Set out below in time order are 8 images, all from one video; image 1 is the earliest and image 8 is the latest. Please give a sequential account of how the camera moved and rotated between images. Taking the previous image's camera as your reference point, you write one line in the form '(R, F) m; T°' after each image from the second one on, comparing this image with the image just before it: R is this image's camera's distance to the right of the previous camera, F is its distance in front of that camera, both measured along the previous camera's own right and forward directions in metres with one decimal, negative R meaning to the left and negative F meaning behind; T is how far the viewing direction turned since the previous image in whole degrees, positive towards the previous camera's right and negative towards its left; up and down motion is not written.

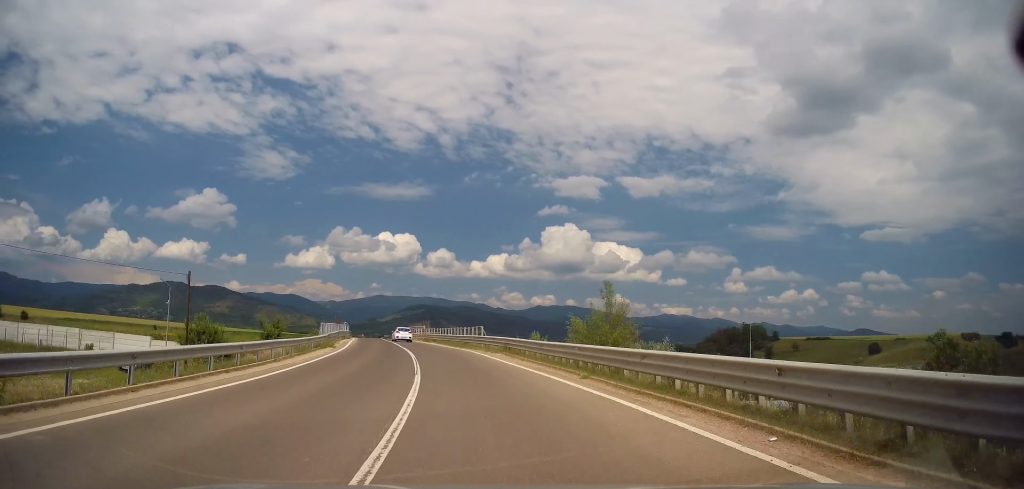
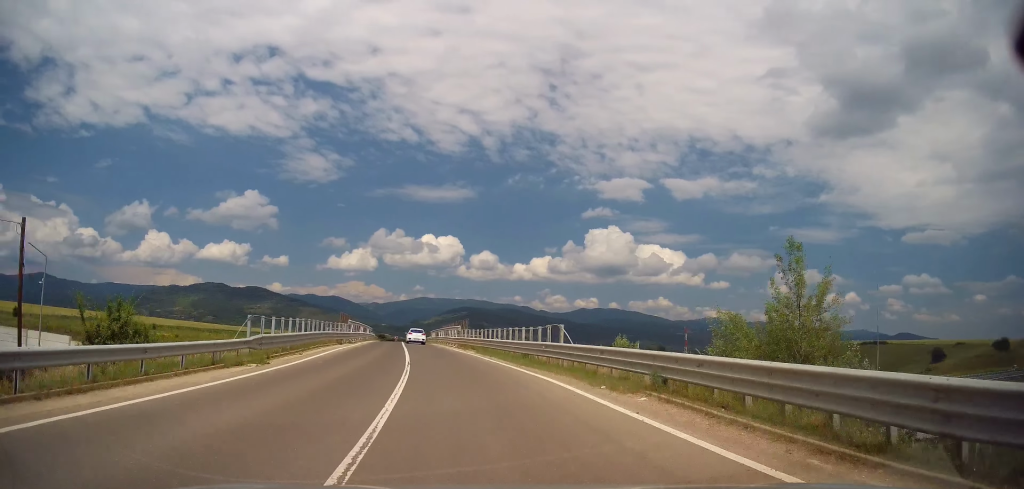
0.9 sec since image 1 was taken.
(-0.6, +17.9) m; -4°
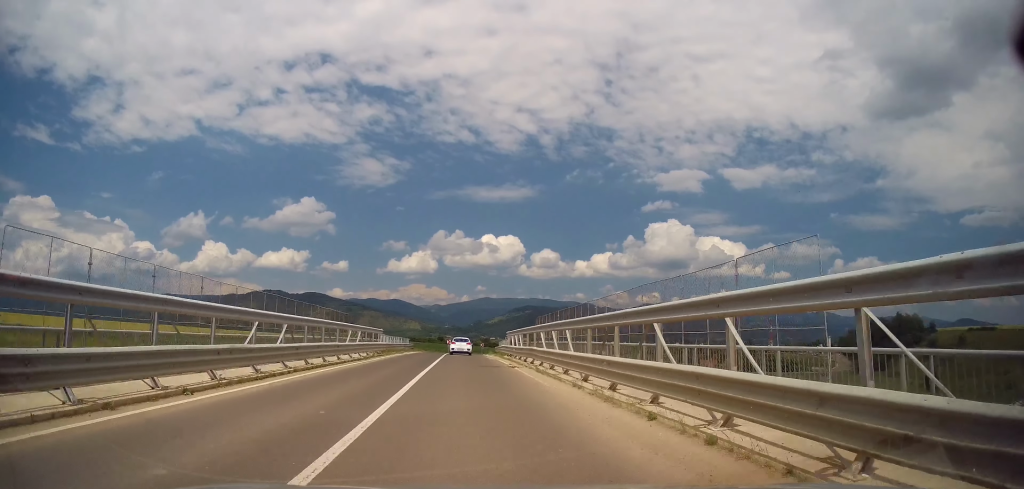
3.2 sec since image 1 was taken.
(-4.0, +43.0) m; -8°
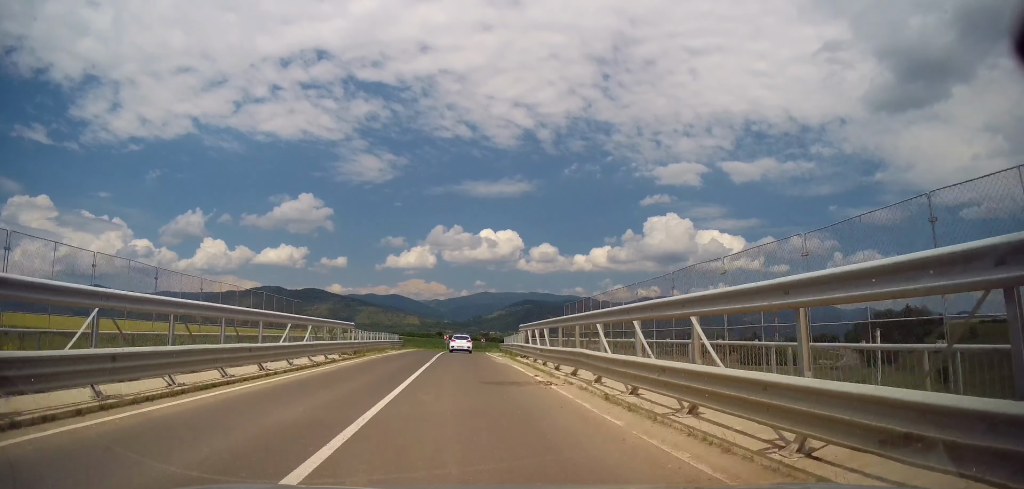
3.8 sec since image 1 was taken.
(-0.1, +9.9) m; 0°
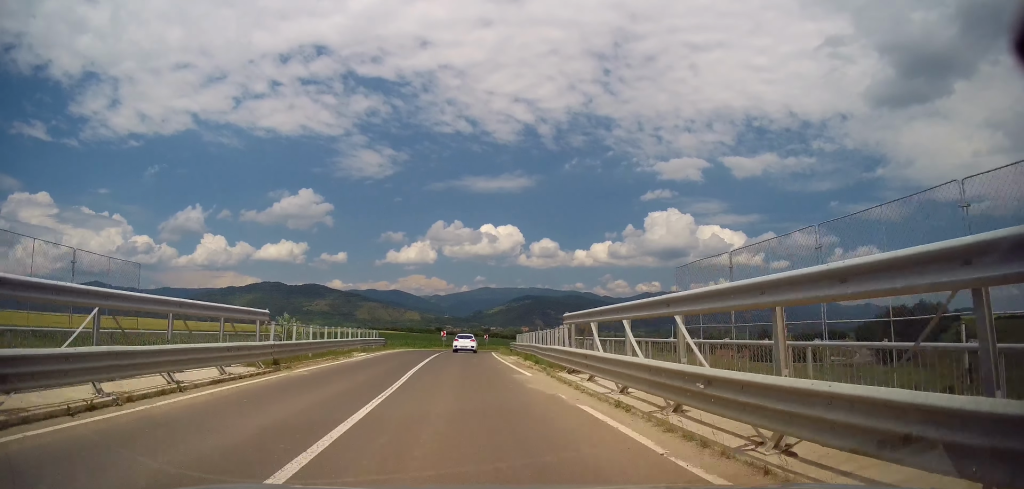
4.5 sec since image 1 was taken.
(+0.3, +13.3) m; -1°
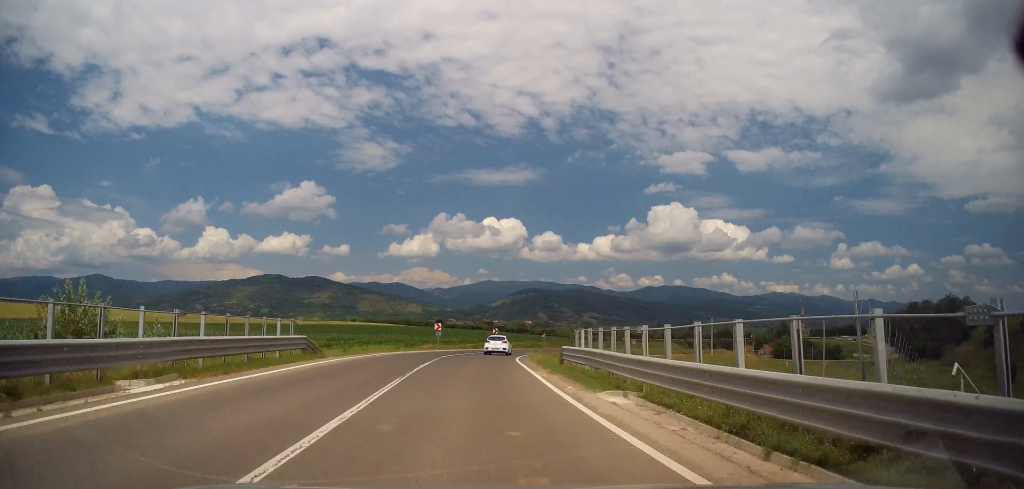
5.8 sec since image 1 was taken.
(-0.5, +22.3) m; 0°
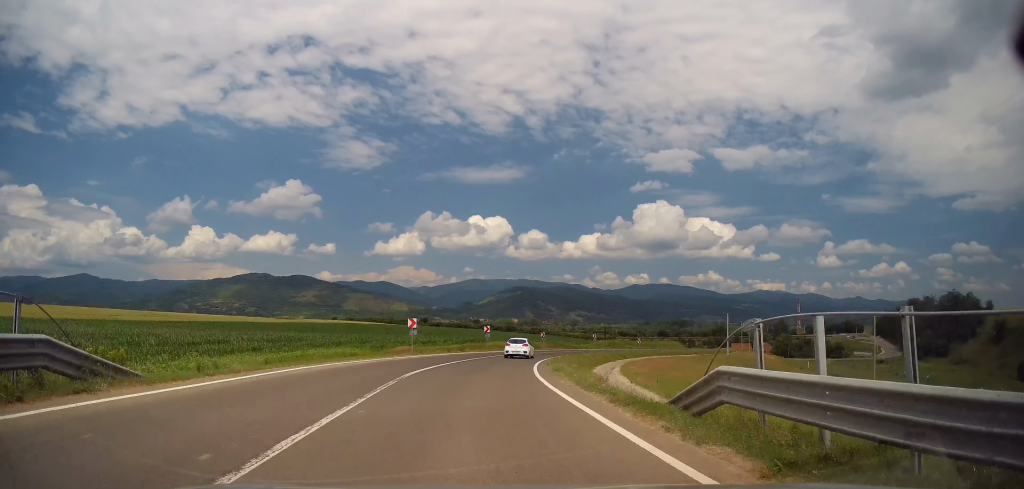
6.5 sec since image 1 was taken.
(+0.3, +13.8) m; +2°
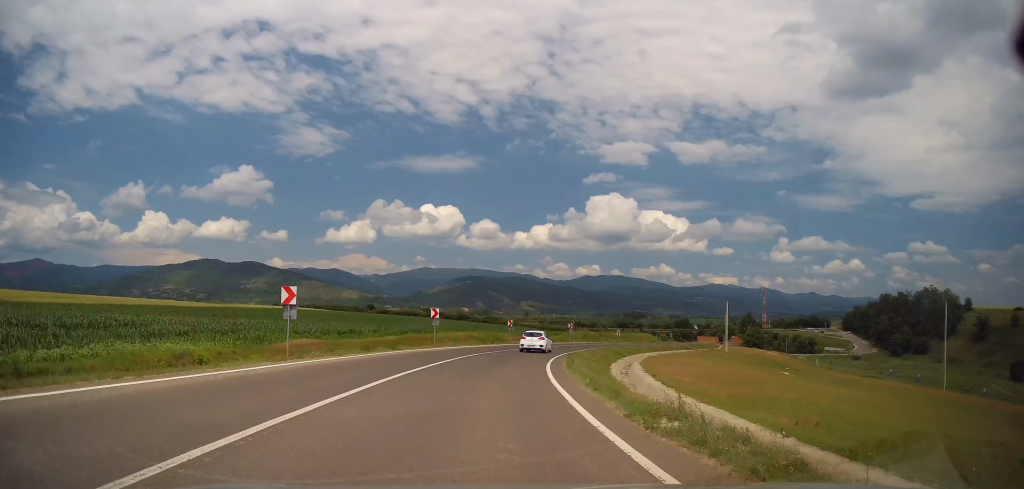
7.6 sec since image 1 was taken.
(+0.4, +19.3) m; +5°
